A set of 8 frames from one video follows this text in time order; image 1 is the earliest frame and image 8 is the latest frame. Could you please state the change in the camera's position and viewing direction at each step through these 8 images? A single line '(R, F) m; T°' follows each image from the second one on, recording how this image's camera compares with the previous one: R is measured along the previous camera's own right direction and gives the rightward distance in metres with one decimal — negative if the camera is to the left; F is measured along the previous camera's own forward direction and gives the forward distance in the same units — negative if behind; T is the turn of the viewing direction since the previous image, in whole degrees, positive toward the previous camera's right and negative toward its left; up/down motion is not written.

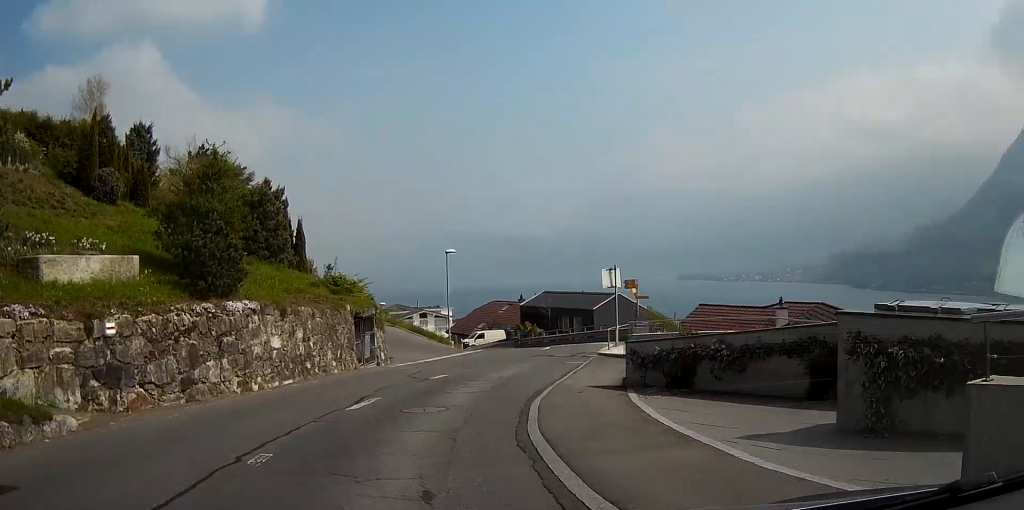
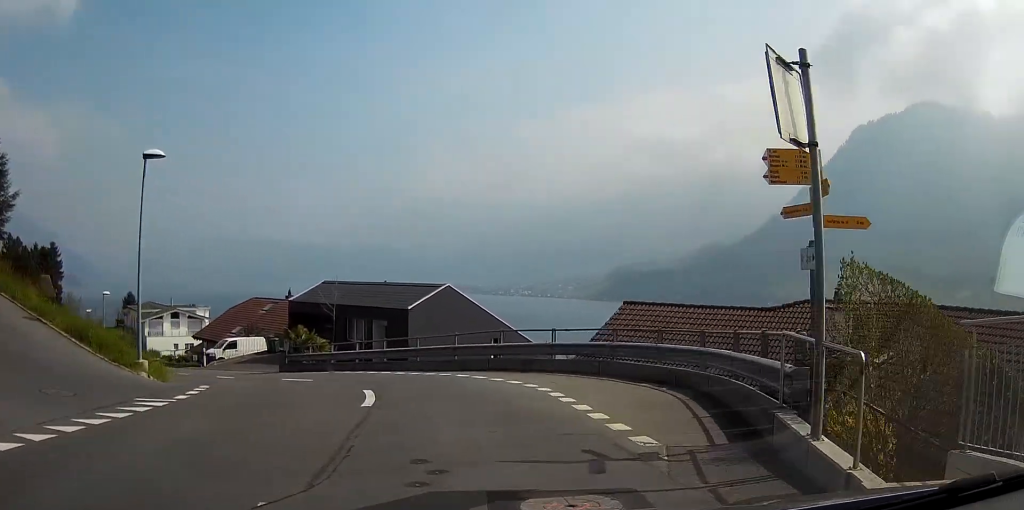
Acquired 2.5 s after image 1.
(+4.1, +22.3) m; +22°
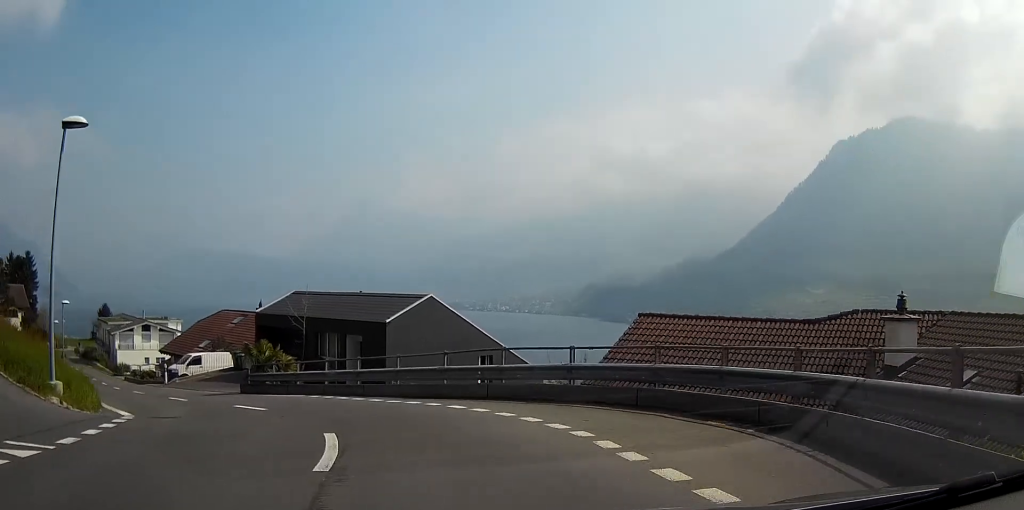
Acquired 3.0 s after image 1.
(+0.3, +4.0) m; +2°
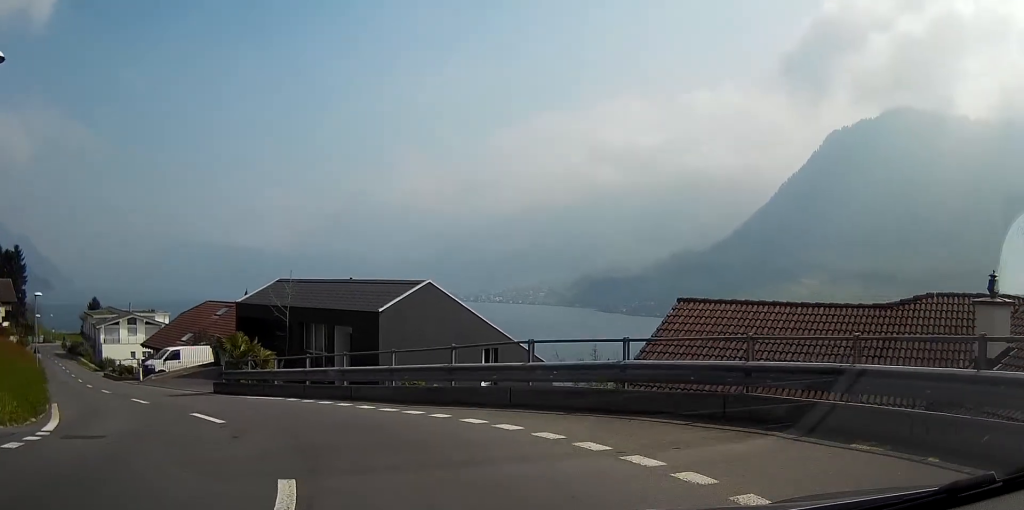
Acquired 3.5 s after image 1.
(+0.1, +3.7) m; -1°
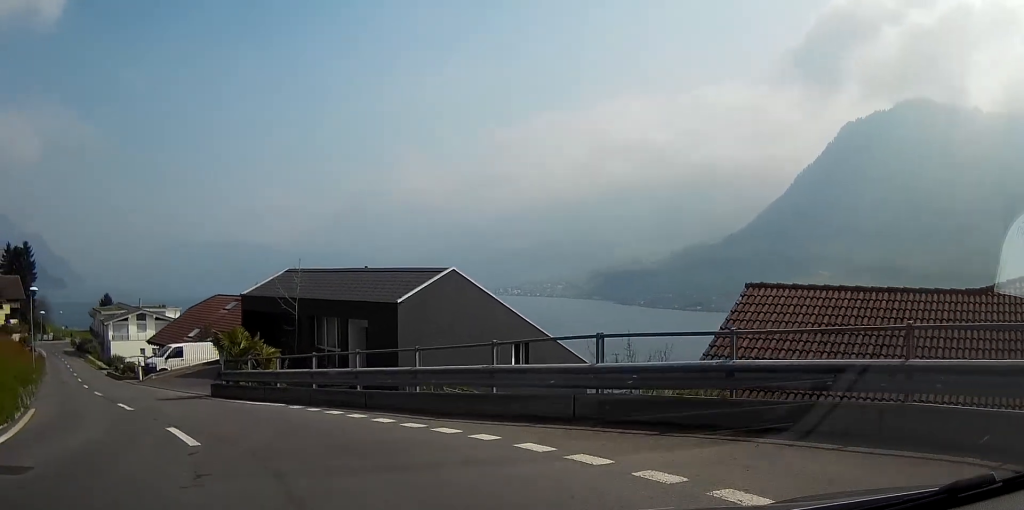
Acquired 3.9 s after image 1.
(0.0, +3.0) m; -4°
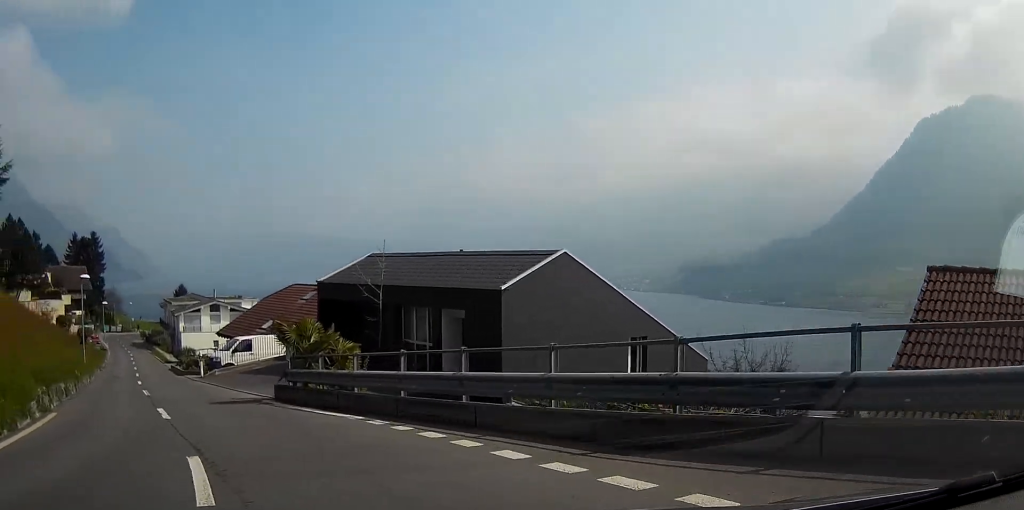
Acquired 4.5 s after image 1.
(-0.1, +3.8) m; -6°
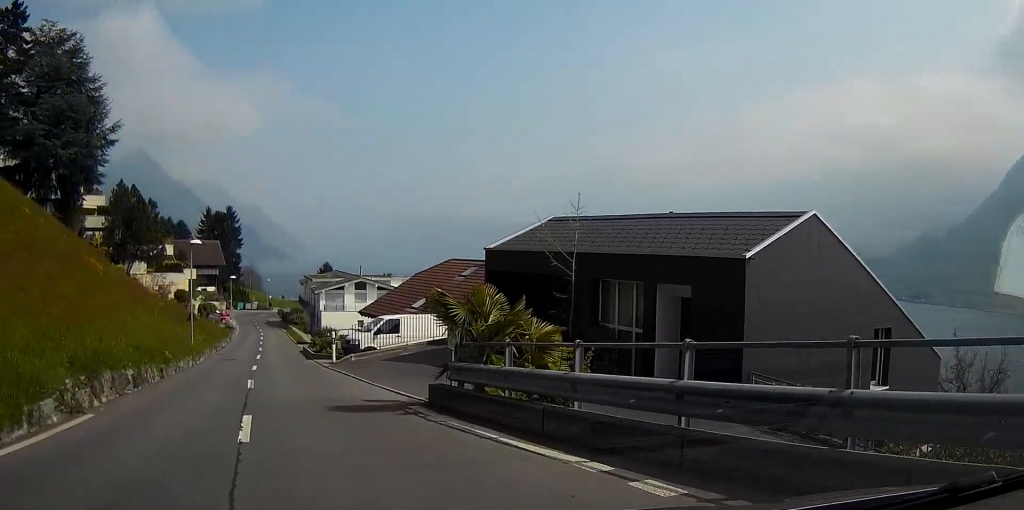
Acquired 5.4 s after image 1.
(-0.6, +5.8) m; -10°
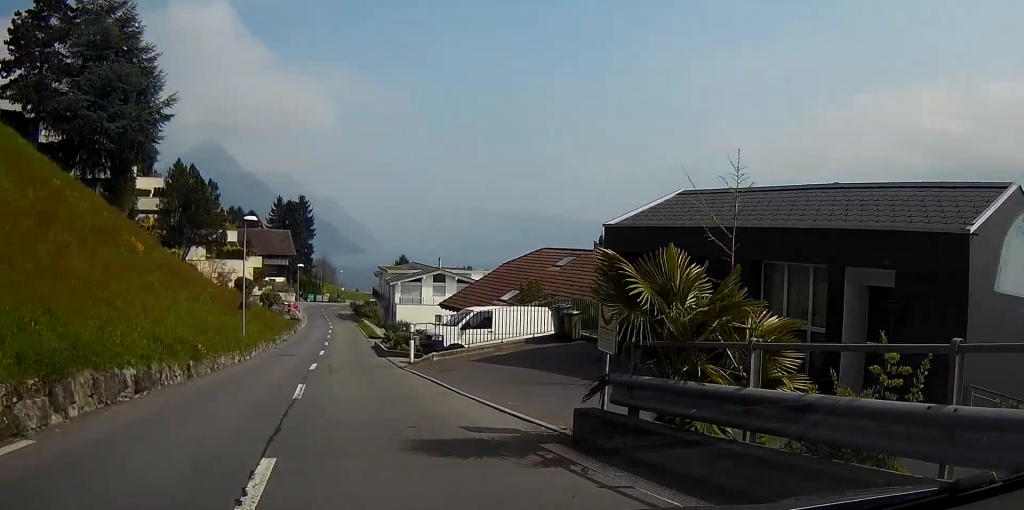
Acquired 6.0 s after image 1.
(-0.3, +4.7) m; -4°
